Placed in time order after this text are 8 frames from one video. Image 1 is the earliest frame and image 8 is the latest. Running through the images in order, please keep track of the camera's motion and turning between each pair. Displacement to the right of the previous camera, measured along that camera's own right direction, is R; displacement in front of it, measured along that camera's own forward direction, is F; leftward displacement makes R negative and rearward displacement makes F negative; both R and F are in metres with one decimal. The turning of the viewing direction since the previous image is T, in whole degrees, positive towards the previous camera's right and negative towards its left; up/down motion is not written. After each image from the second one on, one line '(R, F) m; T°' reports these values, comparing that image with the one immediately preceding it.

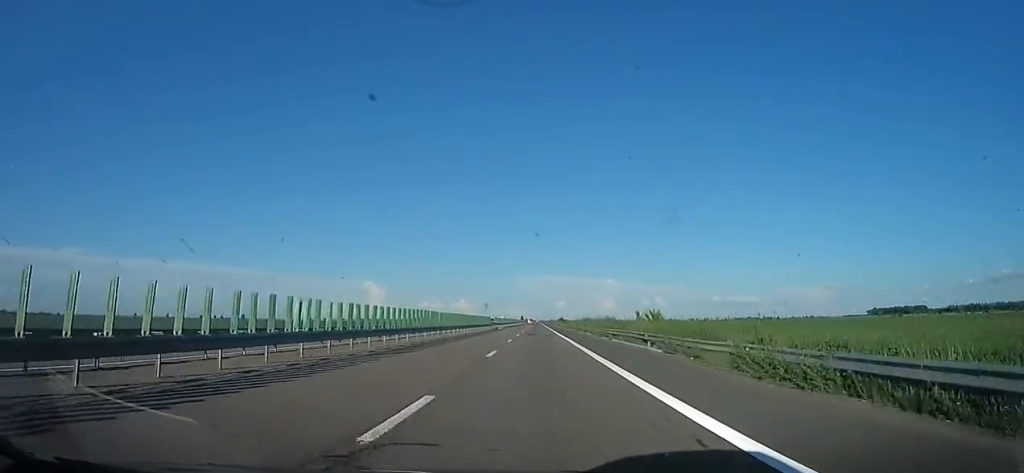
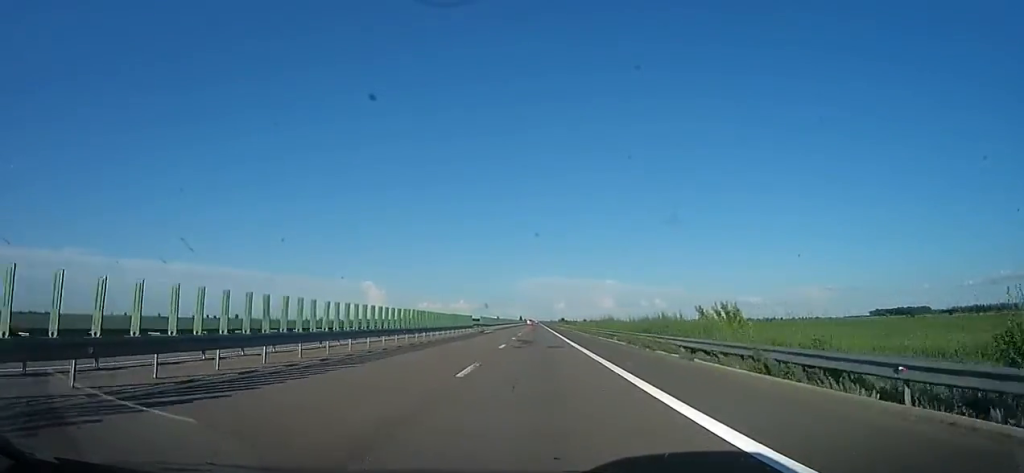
(-0.8, +18.1) m; 0°
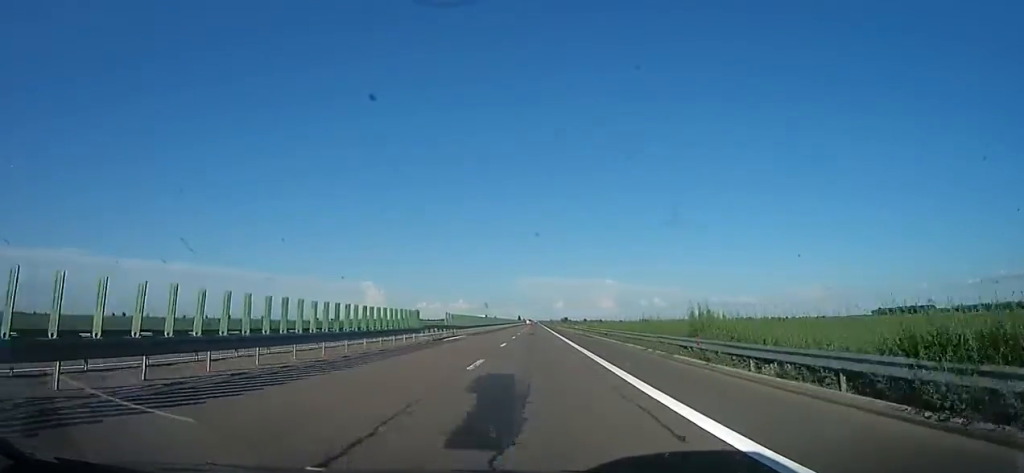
(-0.4, +22.3) m; 0°
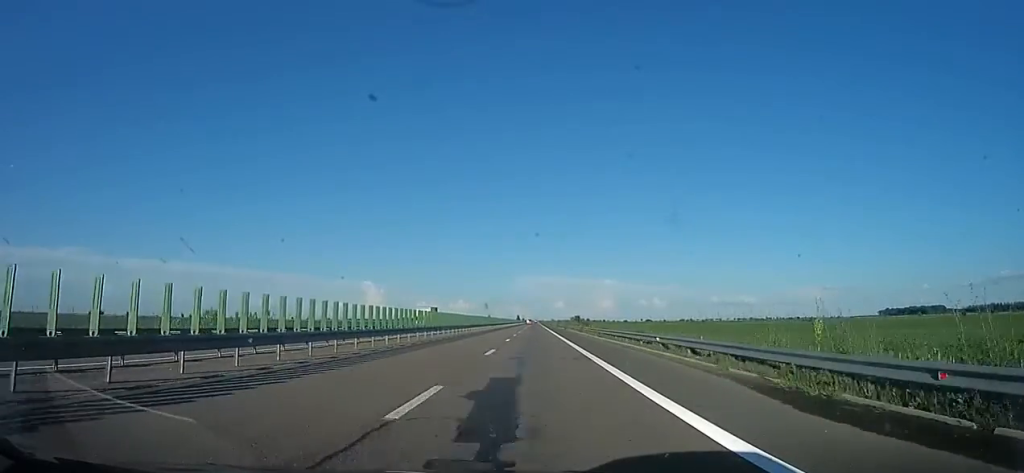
(+1.4, +42.8) m; +2°
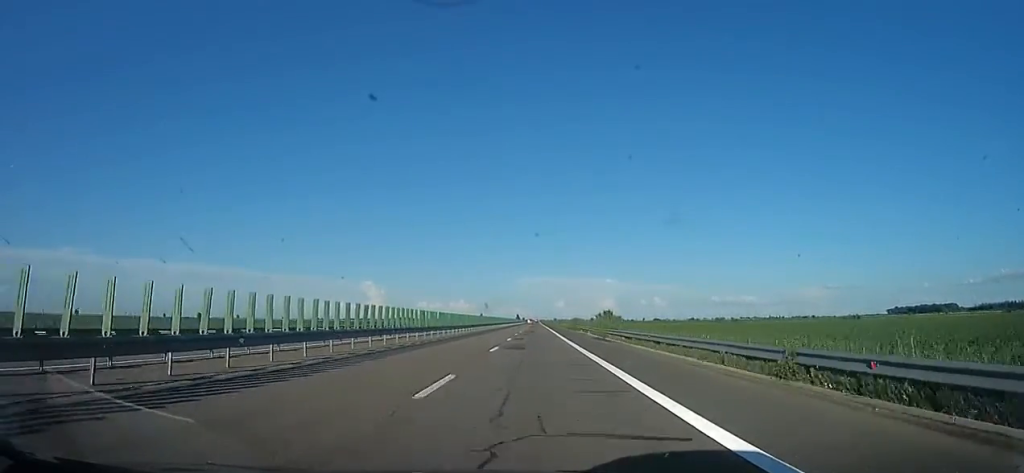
(0.0, +47.0) m; 0°
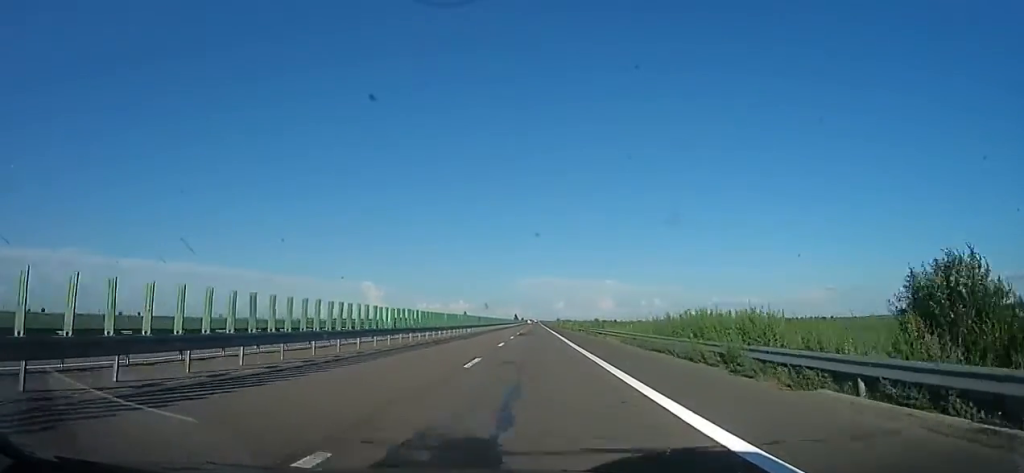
(0.0, +55.3) m; 0°
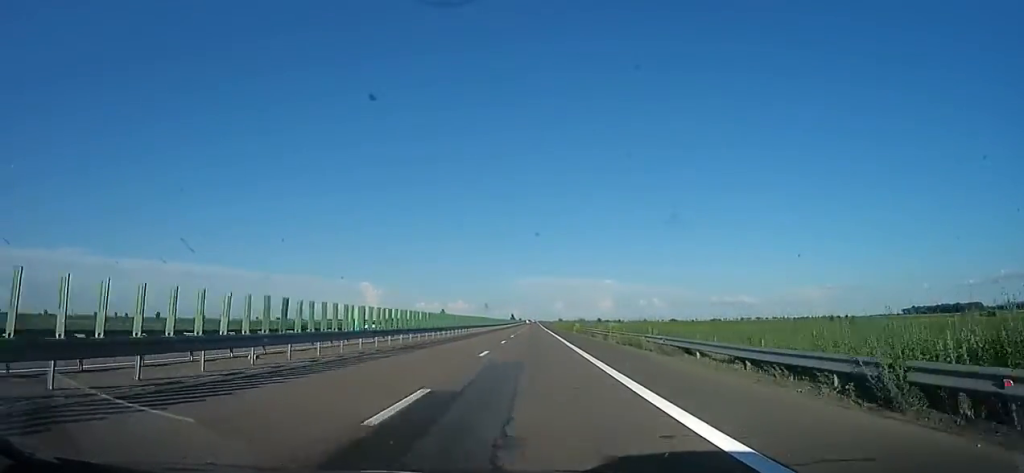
(0.0, +43.4) m; 0°
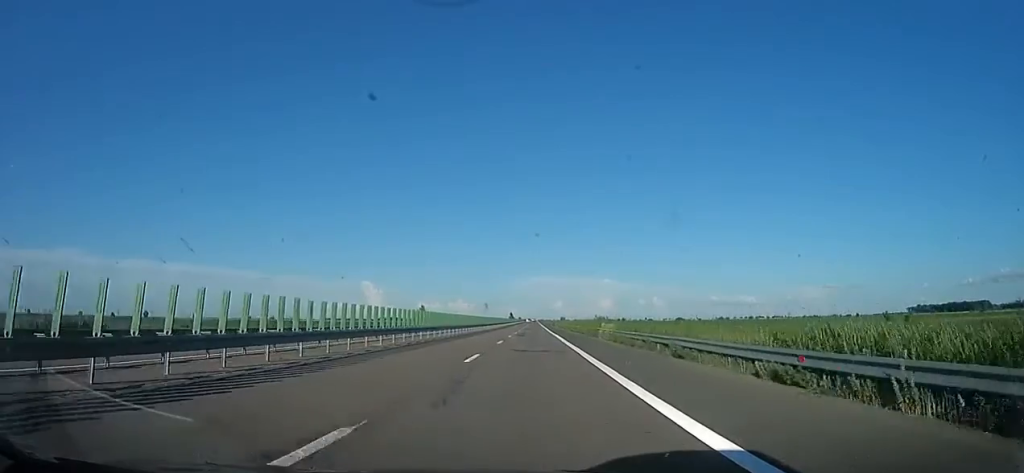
(0.0, +27.0) m; 0°
